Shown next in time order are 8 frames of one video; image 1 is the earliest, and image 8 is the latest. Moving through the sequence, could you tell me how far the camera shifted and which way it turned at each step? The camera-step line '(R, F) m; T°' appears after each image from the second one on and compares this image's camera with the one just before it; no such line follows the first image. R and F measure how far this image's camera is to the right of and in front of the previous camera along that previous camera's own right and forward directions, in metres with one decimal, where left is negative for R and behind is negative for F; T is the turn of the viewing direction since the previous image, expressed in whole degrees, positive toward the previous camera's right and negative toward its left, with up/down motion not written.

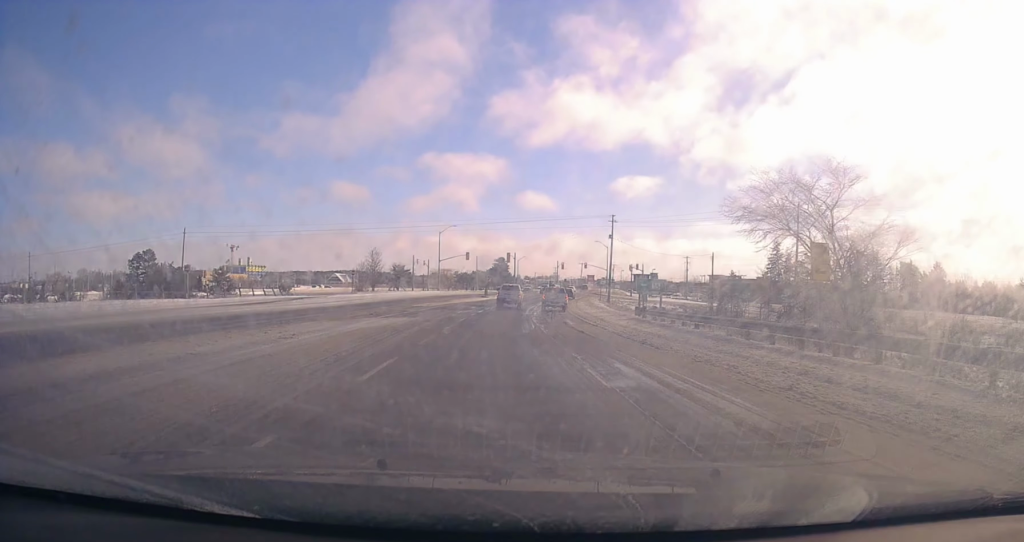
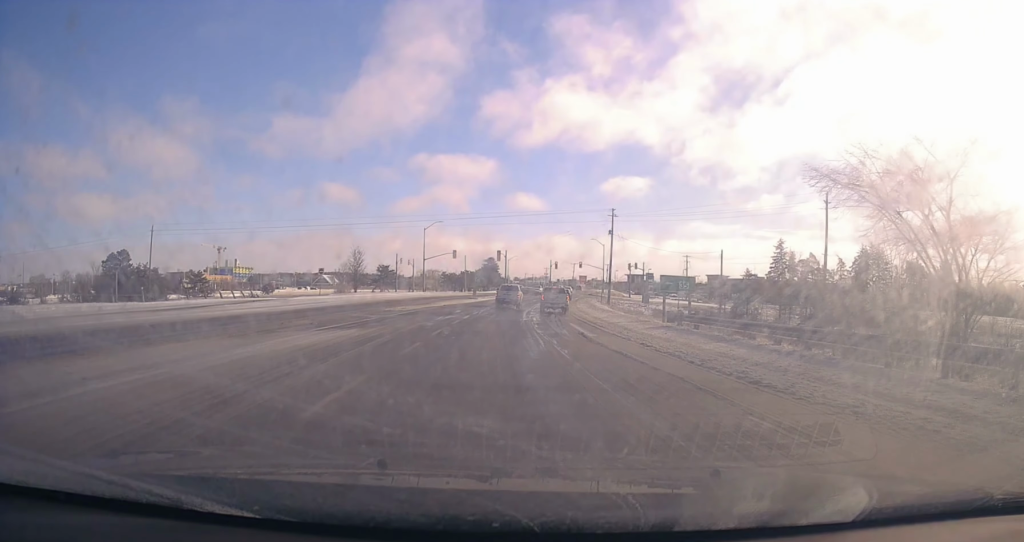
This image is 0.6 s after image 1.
(-0.3, +8.8) m; 0°
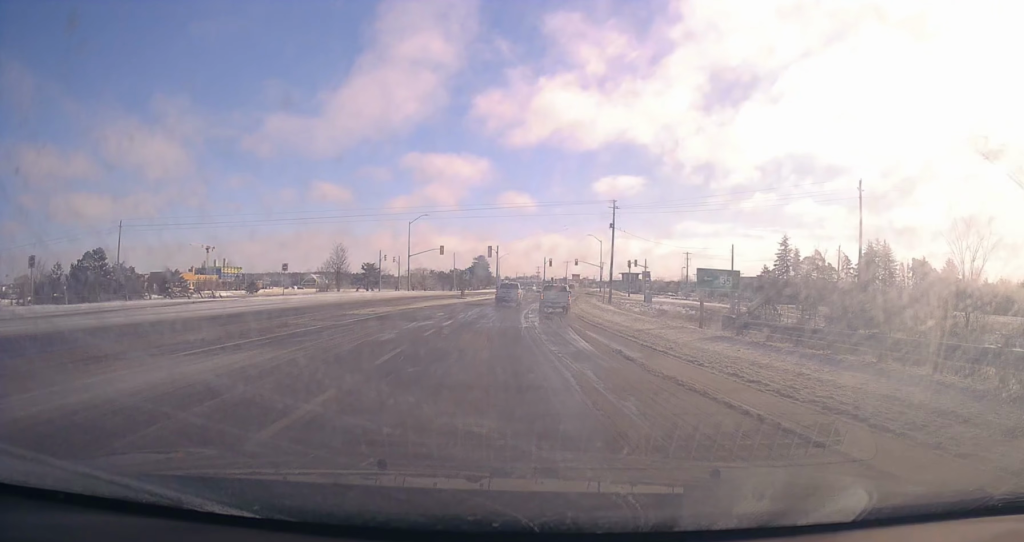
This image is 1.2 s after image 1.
(+0.1, +8.1) m; 0°
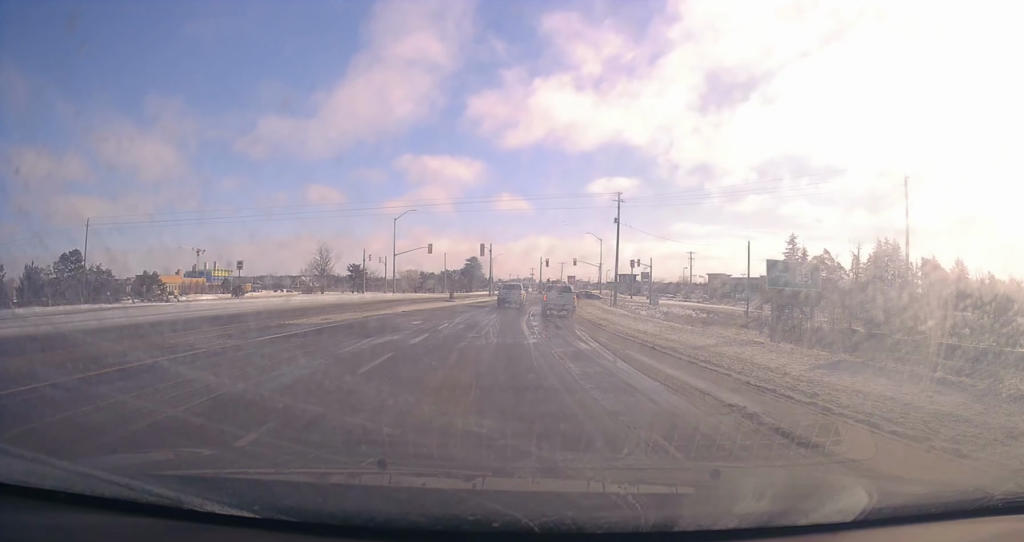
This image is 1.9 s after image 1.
(+0.1, +8.1) m; 0°
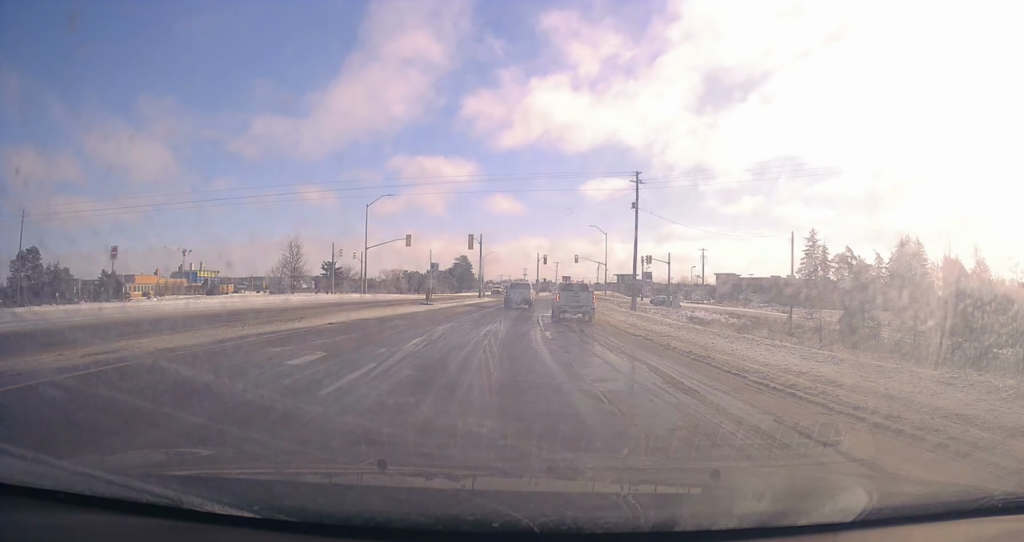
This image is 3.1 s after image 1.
(-0.1, +14.1) m; 0°
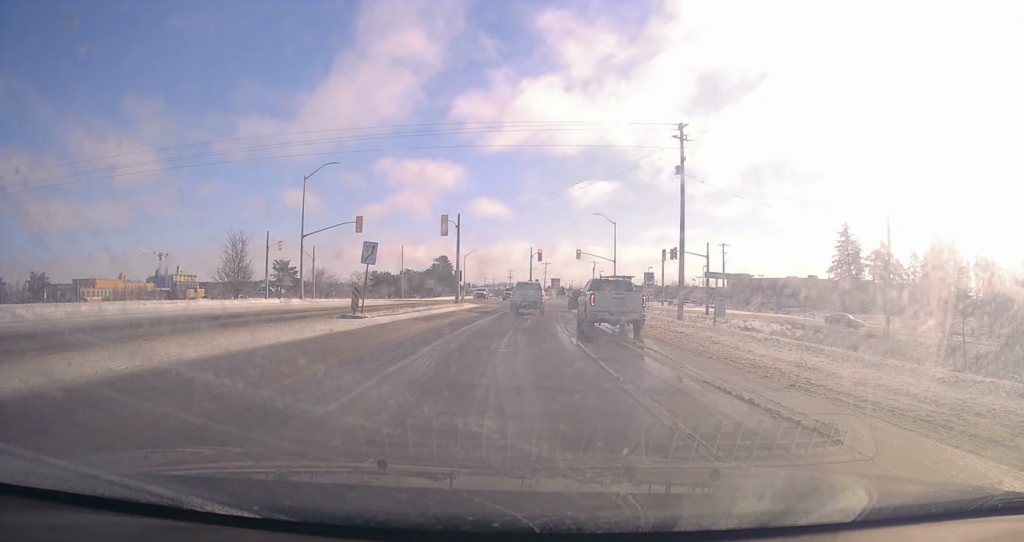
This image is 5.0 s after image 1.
(+1.0, +20.7) m; +7°
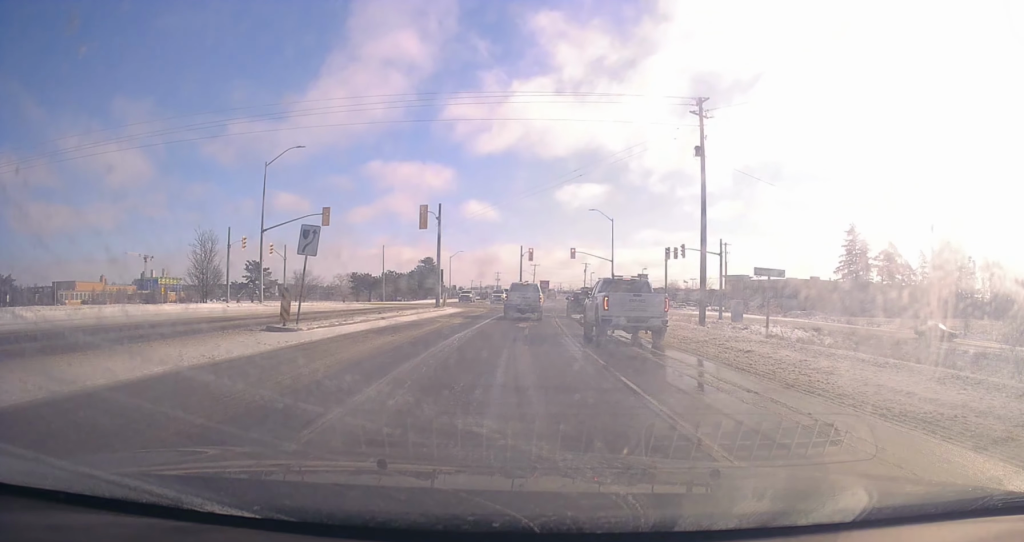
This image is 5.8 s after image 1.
(+0.4, +7.4) m; 0°
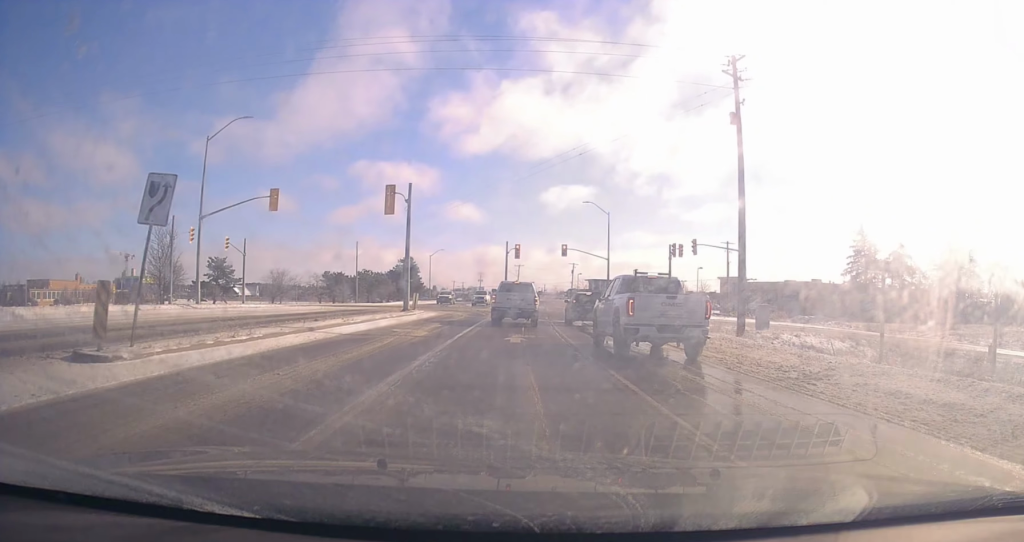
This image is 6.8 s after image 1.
(-0.5, +8.5) m; 0°
